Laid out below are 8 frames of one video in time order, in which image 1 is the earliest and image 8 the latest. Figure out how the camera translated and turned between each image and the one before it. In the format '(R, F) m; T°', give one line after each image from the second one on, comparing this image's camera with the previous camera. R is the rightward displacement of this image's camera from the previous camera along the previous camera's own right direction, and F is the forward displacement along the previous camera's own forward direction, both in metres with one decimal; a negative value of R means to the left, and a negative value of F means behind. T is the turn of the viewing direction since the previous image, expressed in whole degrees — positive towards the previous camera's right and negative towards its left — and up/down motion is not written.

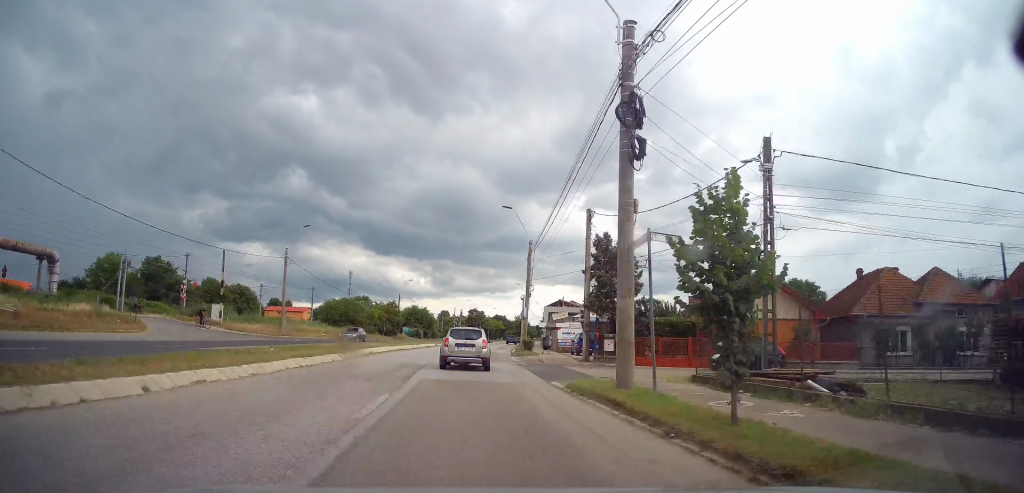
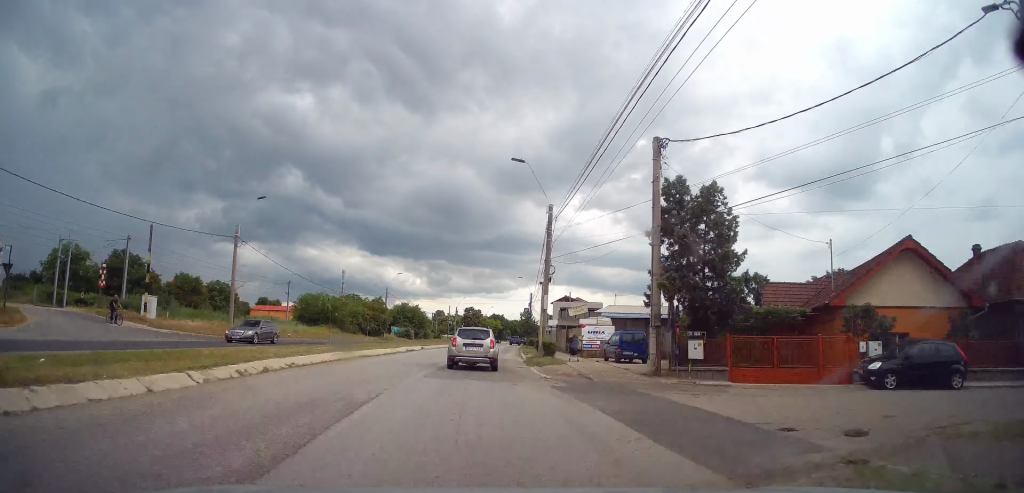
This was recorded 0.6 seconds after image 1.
(+0.2, +11.4) m; 0°
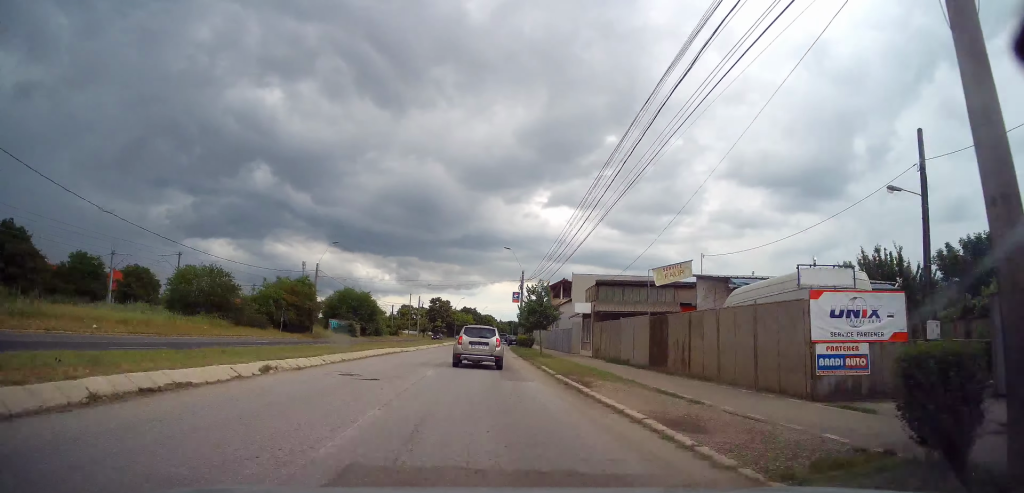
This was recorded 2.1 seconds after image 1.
(0.0, +27.2) m; +2°
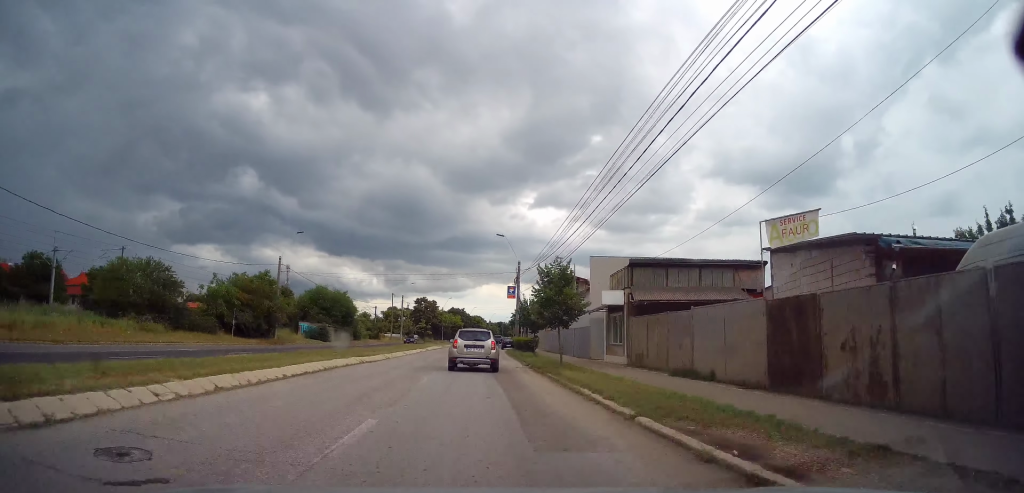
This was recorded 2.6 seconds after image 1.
(+0.2, +9.1) m; +2°
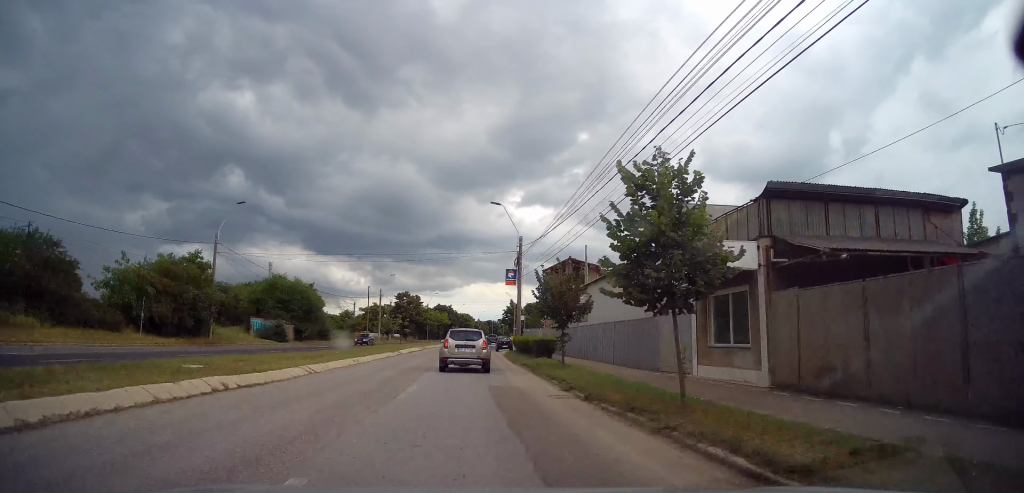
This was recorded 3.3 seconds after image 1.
(+0.2, +12.3) m; +2°
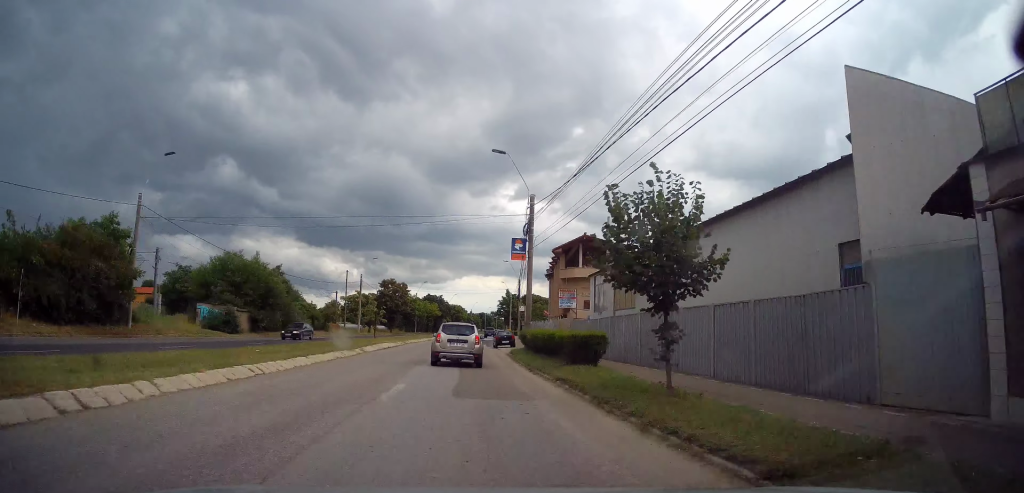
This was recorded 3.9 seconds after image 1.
(0.0, +10.4) m; +1°
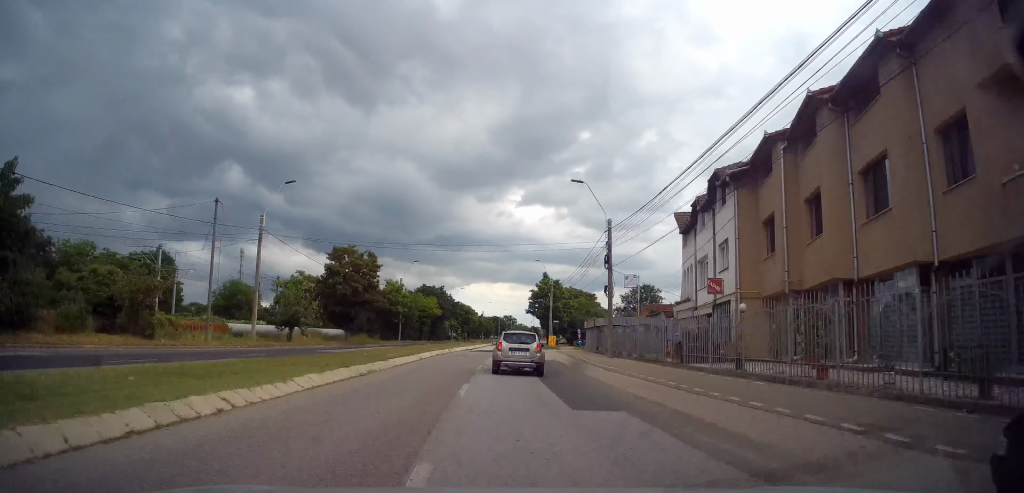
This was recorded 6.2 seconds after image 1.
(-0.1, +42.9) m; 0°
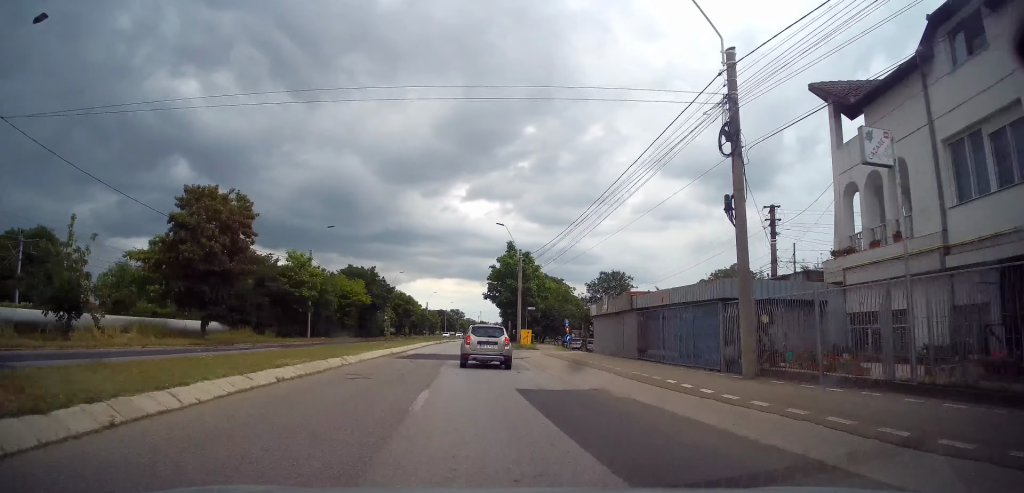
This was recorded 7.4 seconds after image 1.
(+0.4, +21.2) m; +3°
